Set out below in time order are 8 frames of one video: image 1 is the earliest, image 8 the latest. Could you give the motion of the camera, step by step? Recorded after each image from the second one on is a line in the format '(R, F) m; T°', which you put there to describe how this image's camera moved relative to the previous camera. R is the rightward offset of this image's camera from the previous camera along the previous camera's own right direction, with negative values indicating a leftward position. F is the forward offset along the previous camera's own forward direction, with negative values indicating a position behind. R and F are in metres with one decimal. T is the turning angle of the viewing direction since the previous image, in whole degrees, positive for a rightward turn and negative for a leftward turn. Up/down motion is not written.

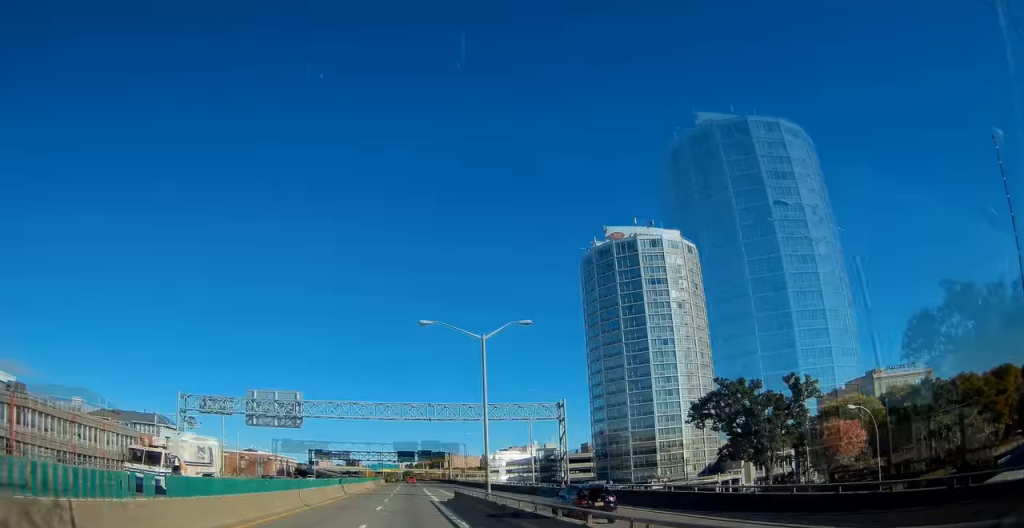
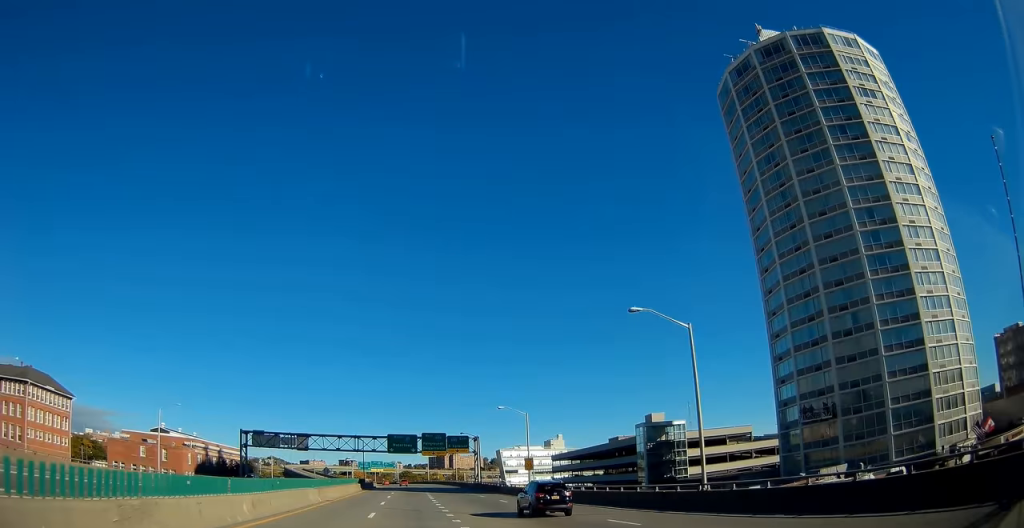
(-0.1, +30.0) m; 0°
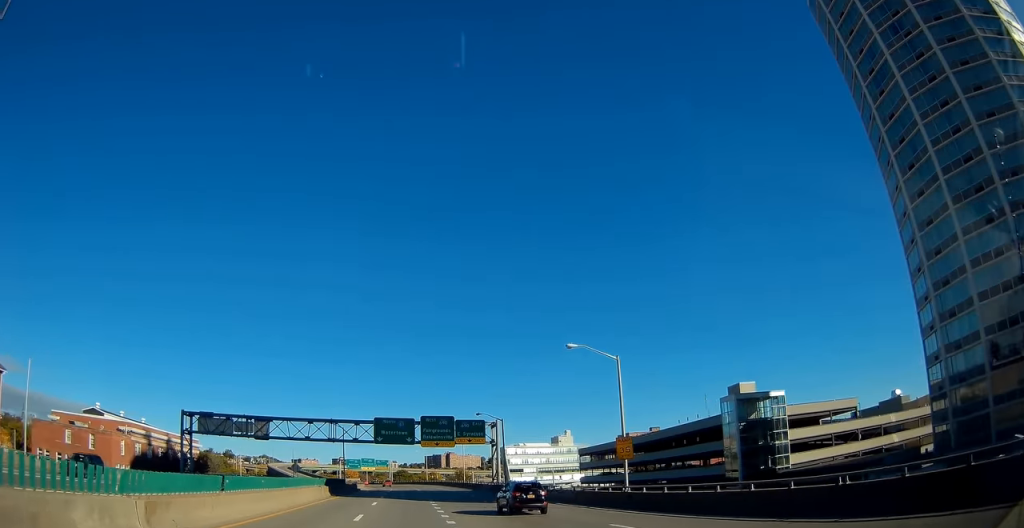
(+0.1, +31.2) m; +1°
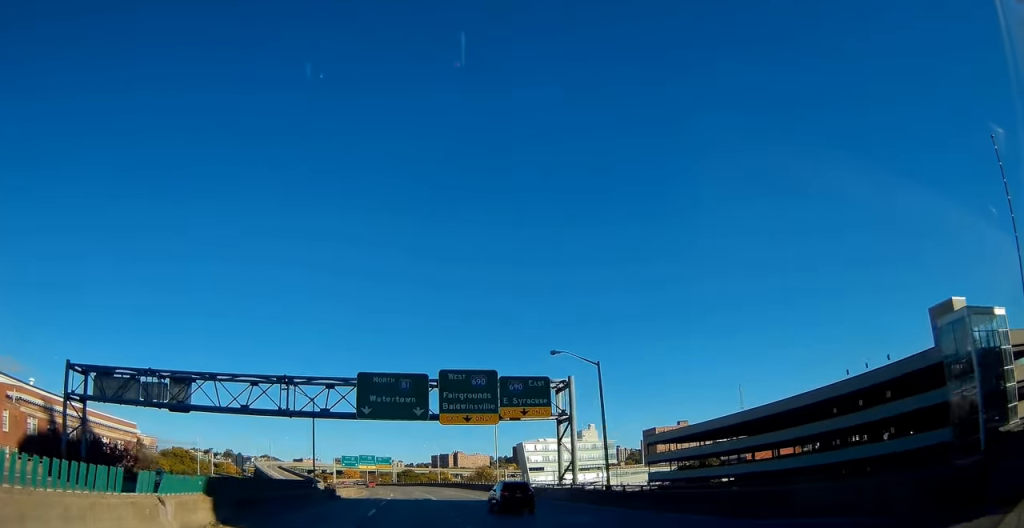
(+0.4, +33.9) m; 0°
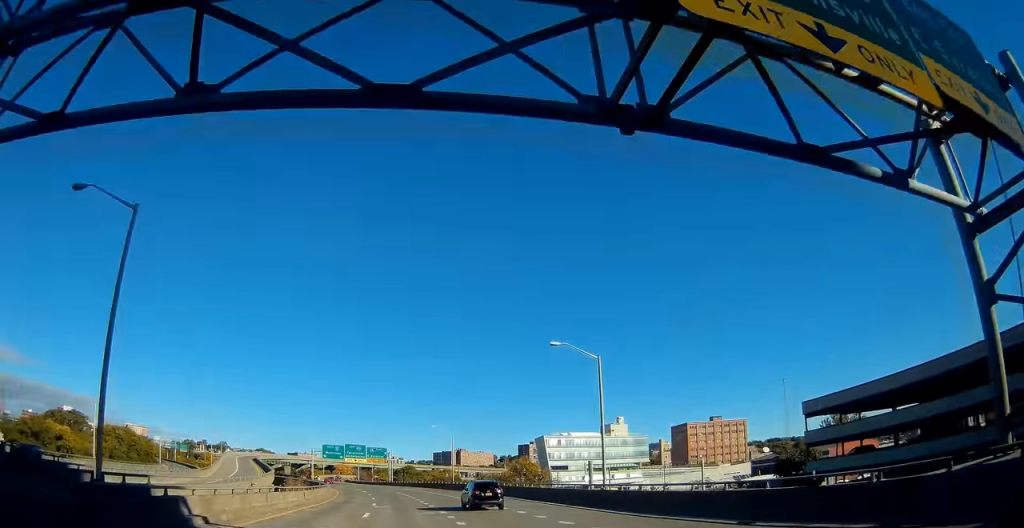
(-0.9, +40.0) m; -1°
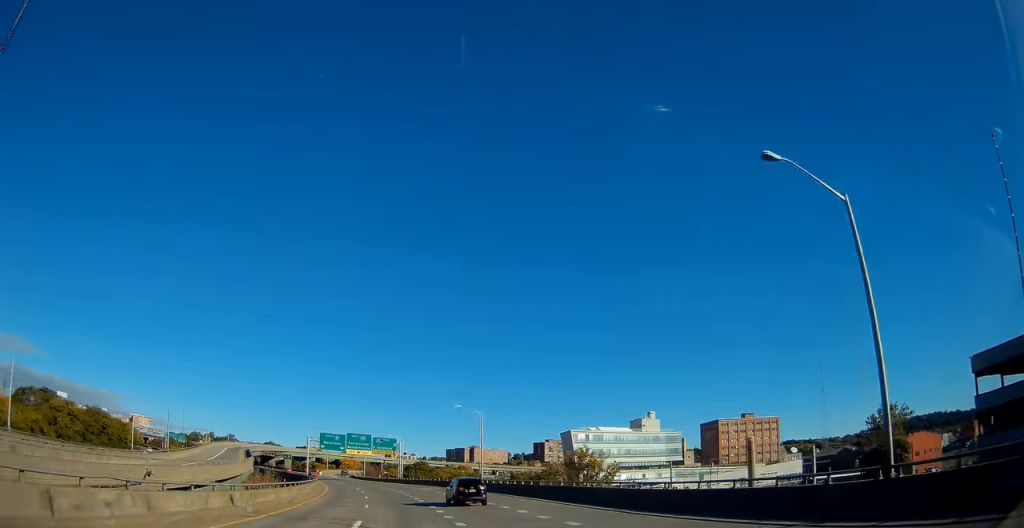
(+0.1, +19.8) m; 0°
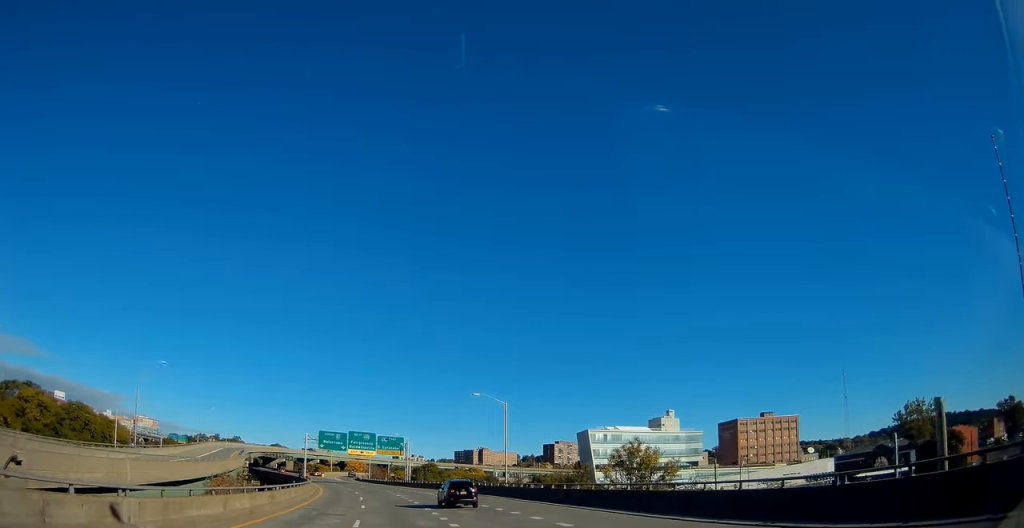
(0.0, +10.7) m; 0°
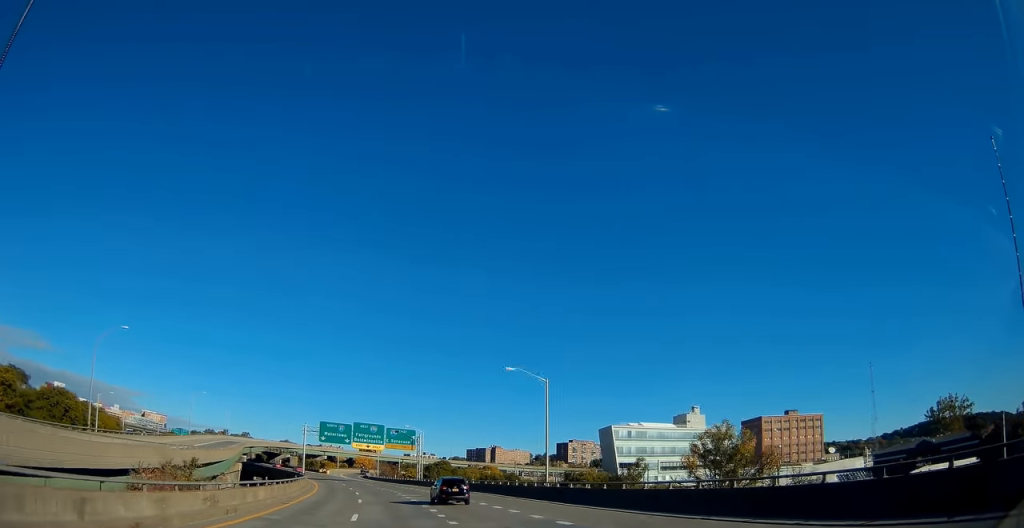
(-0.1, +10.7) m; -1°
